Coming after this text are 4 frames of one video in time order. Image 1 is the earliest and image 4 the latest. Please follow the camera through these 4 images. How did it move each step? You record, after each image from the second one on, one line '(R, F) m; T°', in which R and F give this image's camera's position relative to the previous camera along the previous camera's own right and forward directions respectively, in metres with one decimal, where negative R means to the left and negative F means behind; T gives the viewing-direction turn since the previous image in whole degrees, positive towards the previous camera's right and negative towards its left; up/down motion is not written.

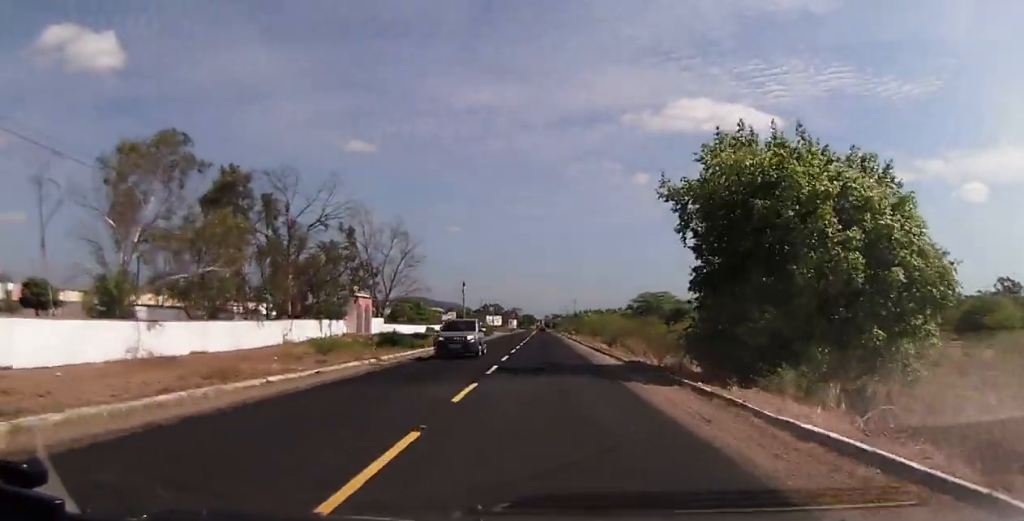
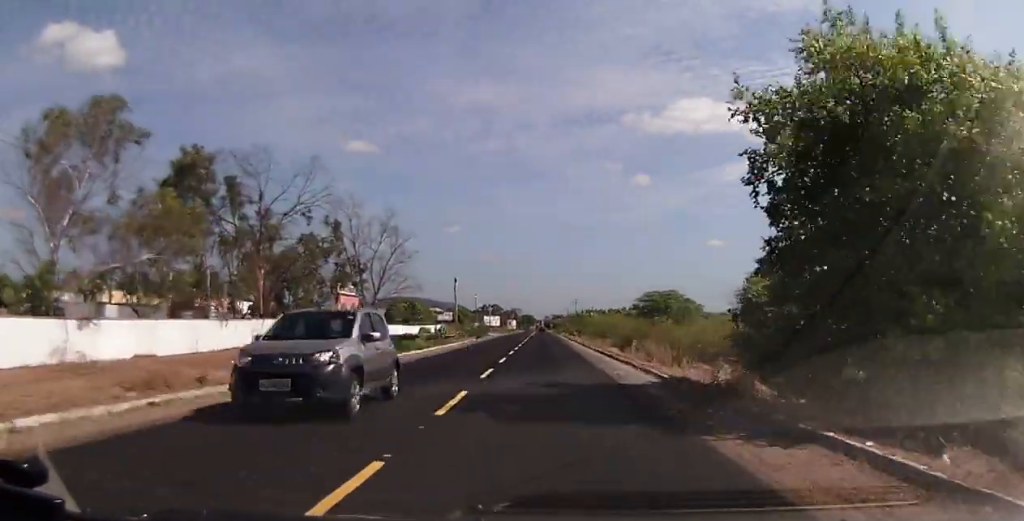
(+0.1, +8.4) m; 0°
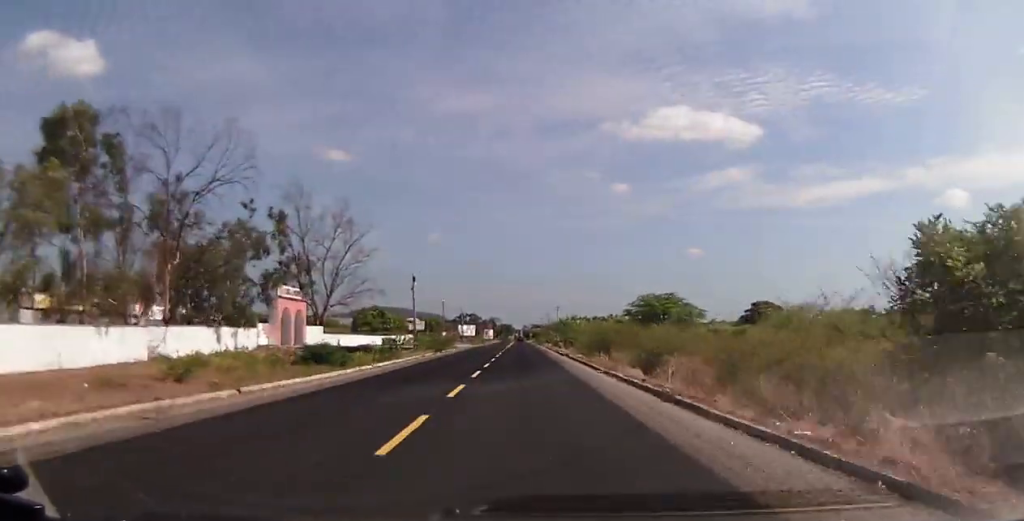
(+0.1, +16.2) m; 0°
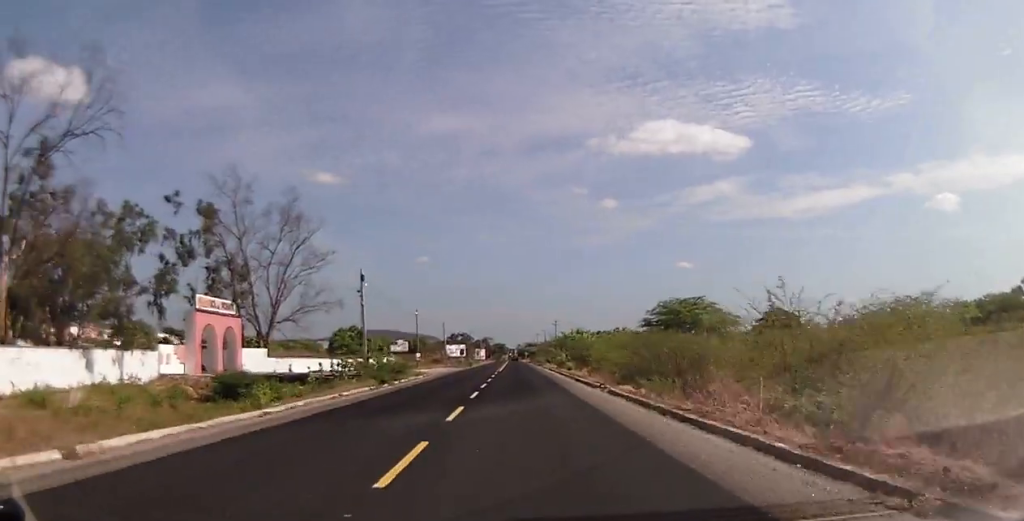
(-0.2, +20.5) m; -1°
